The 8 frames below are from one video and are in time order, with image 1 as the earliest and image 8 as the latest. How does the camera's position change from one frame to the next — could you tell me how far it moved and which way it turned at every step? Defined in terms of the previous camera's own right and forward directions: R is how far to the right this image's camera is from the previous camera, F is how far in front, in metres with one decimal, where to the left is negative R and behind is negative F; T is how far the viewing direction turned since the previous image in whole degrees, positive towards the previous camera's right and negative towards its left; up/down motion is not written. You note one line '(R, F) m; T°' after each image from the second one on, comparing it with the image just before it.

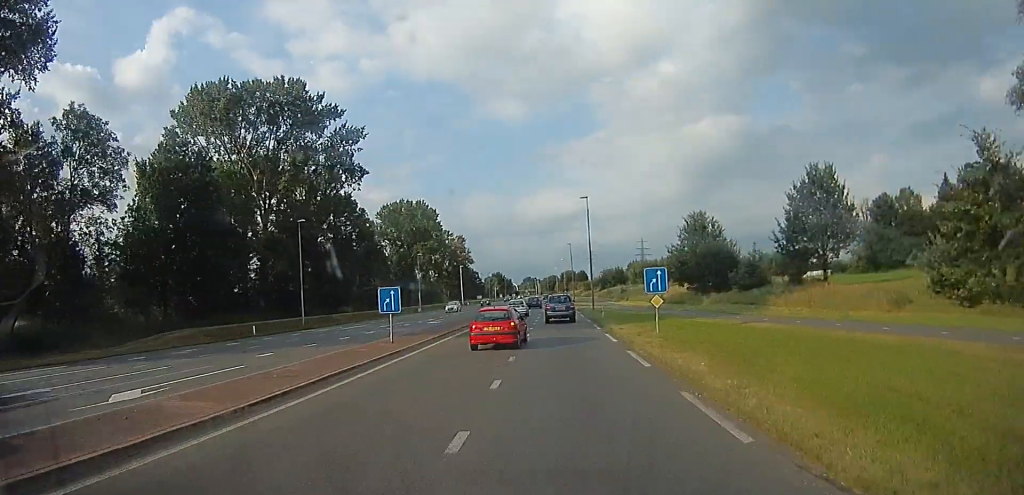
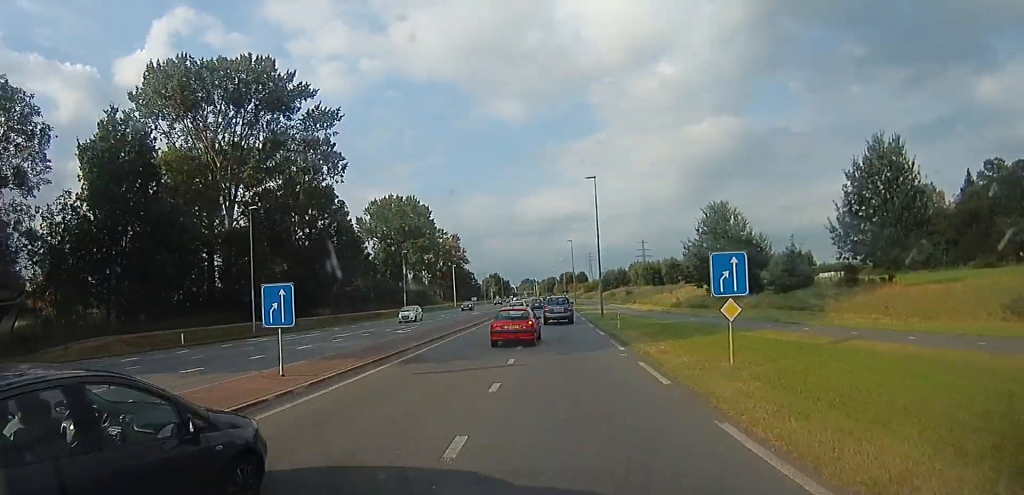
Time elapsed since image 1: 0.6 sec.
(+0.2, +8.2) m; +1°
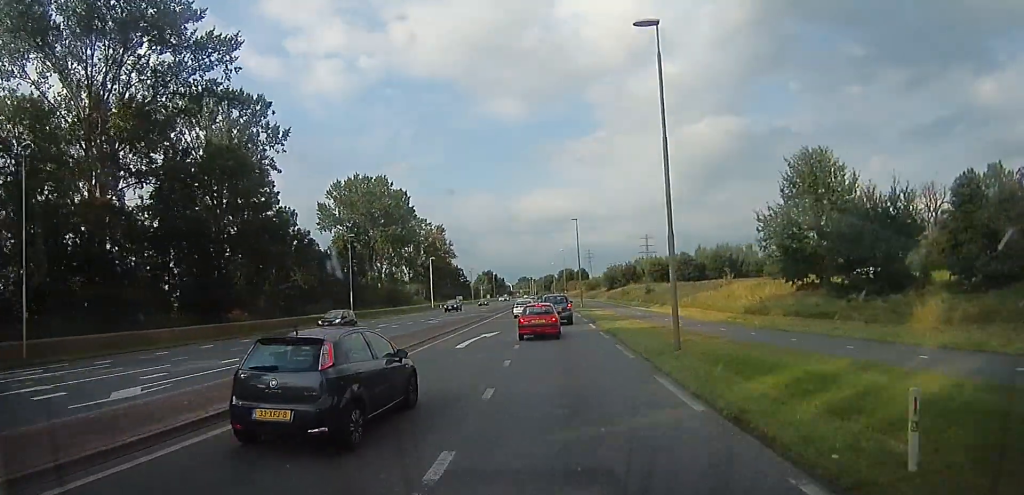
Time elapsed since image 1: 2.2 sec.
(+0.3, +22.3) m; +1°
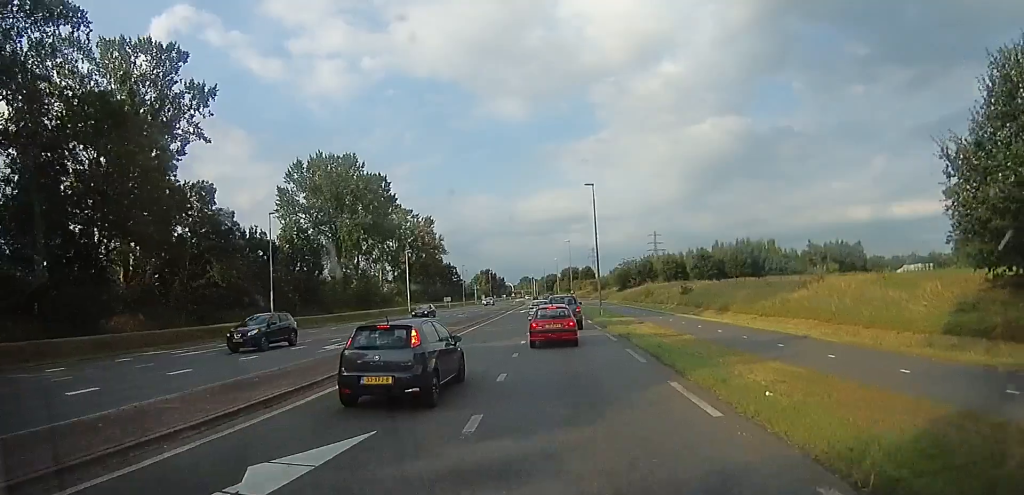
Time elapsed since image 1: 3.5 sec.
(-0.2, +19.3) m; -2°
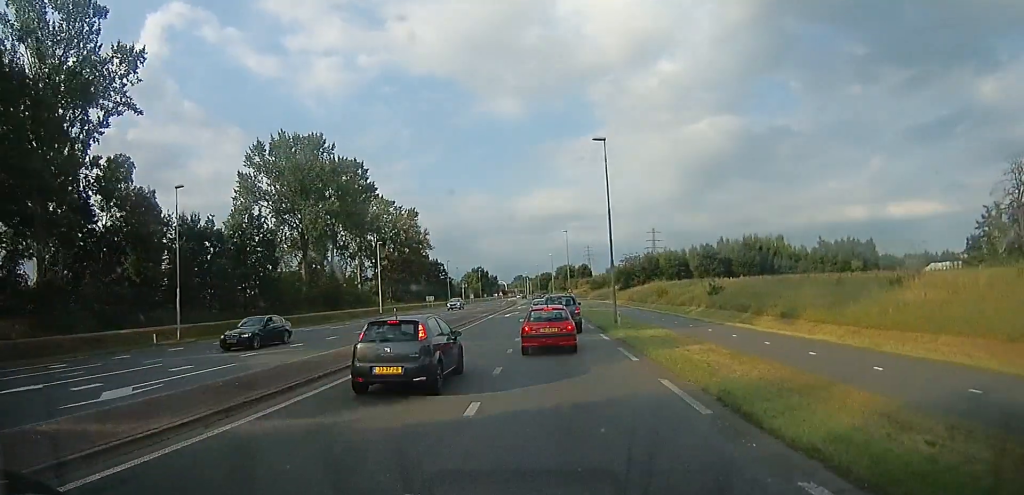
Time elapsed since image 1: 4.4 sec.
(-0.2, +11.9) m; 0°
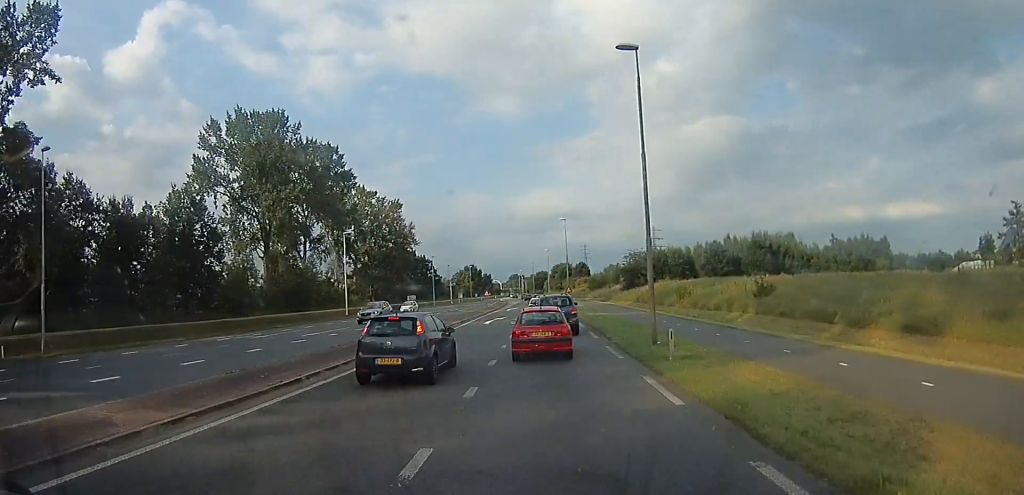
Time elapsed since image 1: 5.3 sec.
(+0.2, +11.2) m; +2°
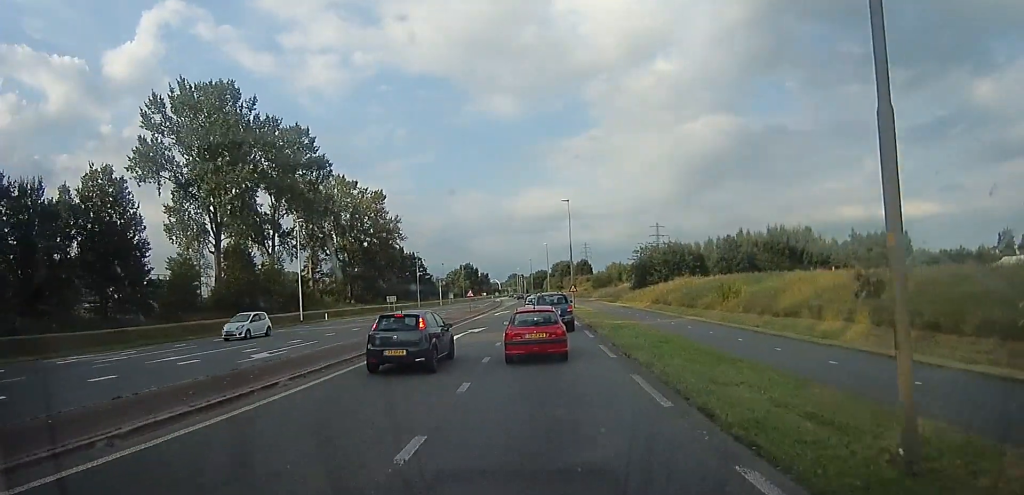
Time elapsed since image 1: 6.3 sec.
(+0.3, +12.1) m; +1°
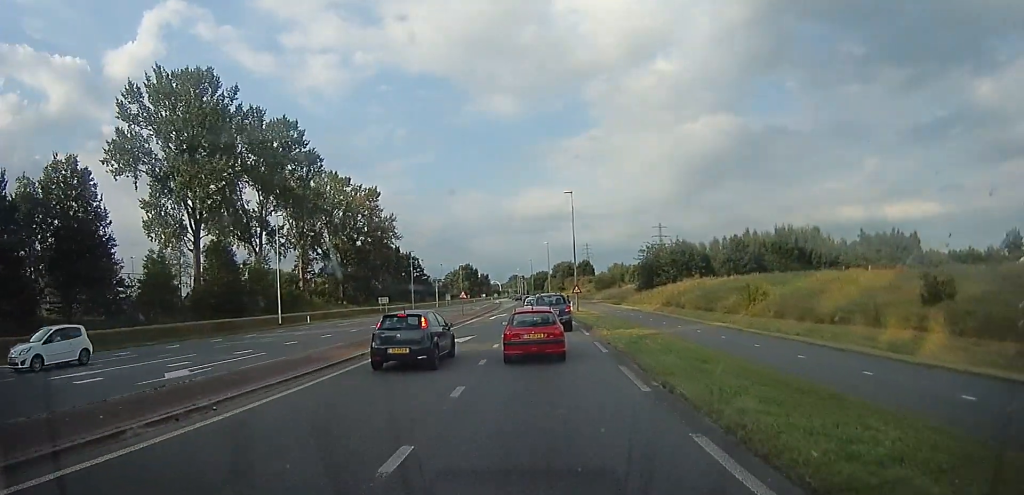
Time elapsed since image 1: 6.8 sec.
(0.0, +5.2) m; -1°
